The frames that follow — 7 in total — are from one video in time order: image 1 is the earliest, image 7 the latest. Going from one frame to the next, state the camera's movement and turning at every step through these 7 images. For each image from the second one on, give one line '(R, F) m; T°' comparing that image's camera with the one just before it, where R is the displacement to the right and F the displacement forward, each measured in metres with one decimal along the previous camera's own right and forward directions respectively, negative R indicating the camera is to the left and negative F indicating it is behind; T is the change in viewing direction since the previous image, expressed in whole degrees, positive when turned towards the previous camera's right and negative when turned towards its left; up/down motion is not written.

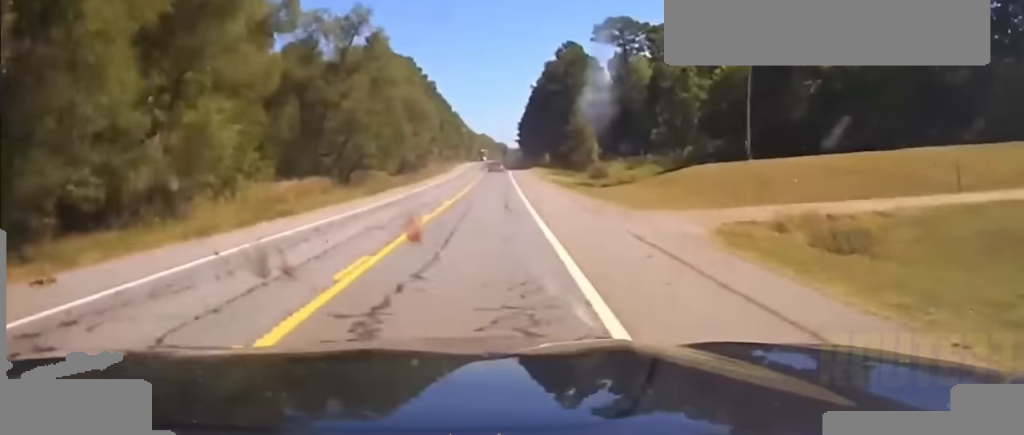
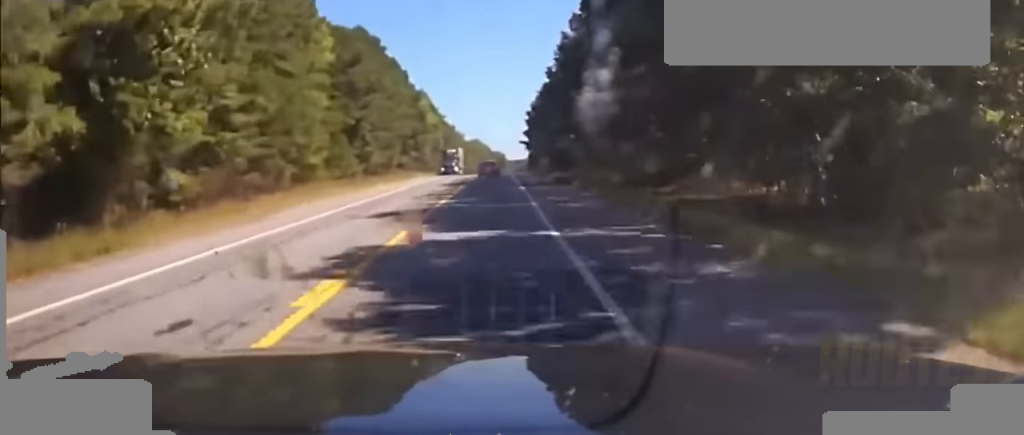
(+0.5, +122.5) m; 0°
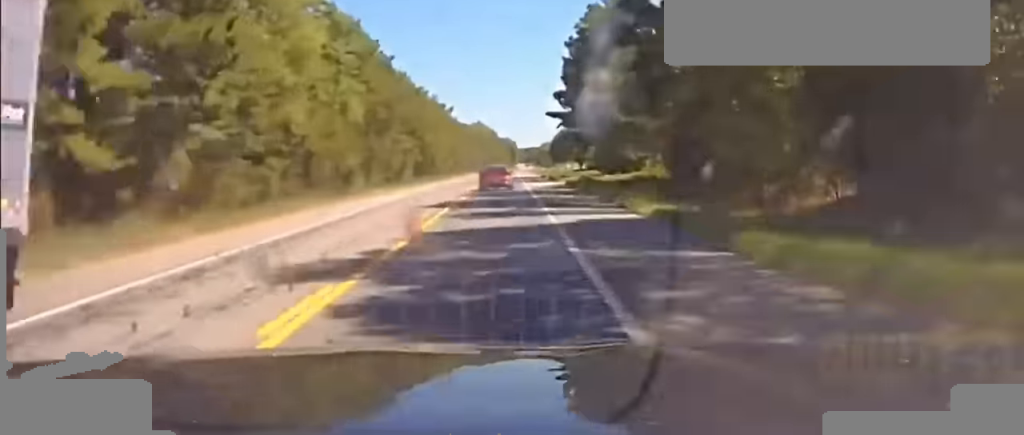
(-0.5, +88.6) m; -1°
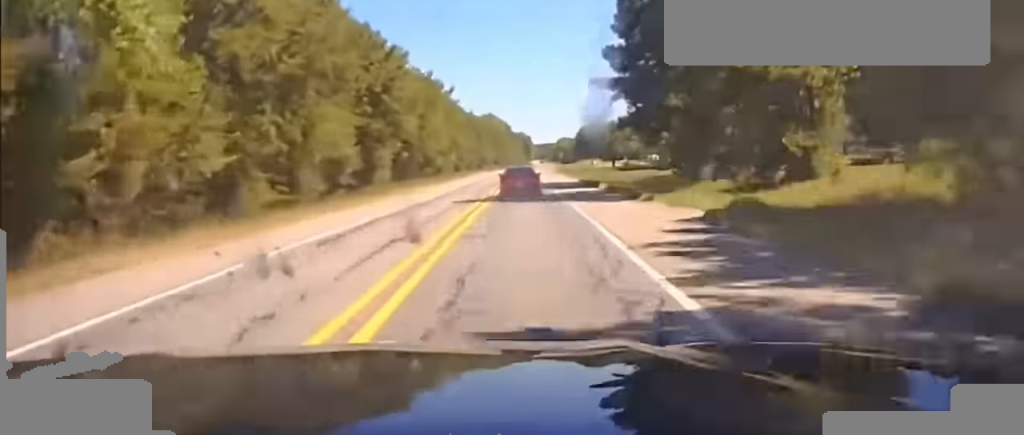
(0.0, +33.3) m; 0°
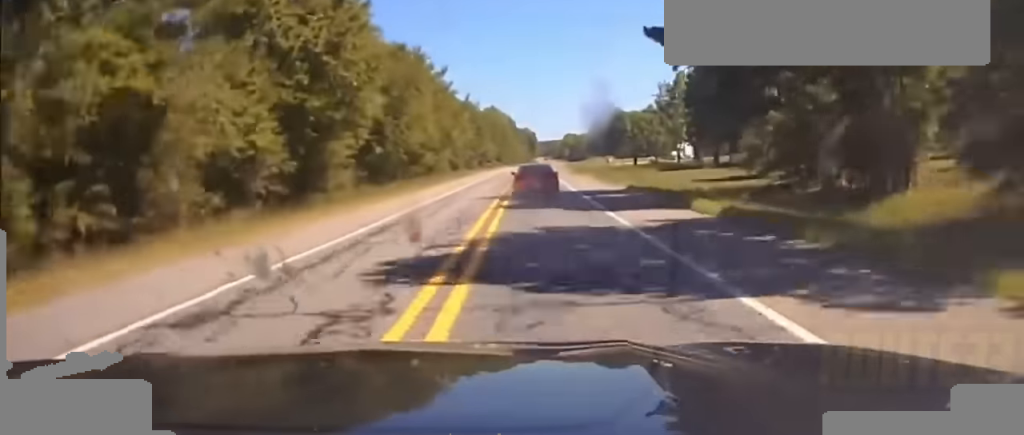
(0.0, +22.9) m; 0°
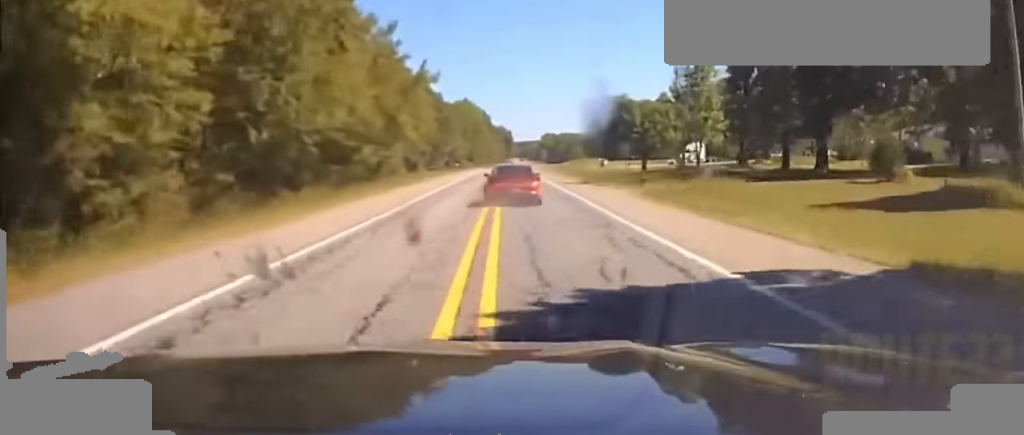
(0.0, +34.7) m; +1°
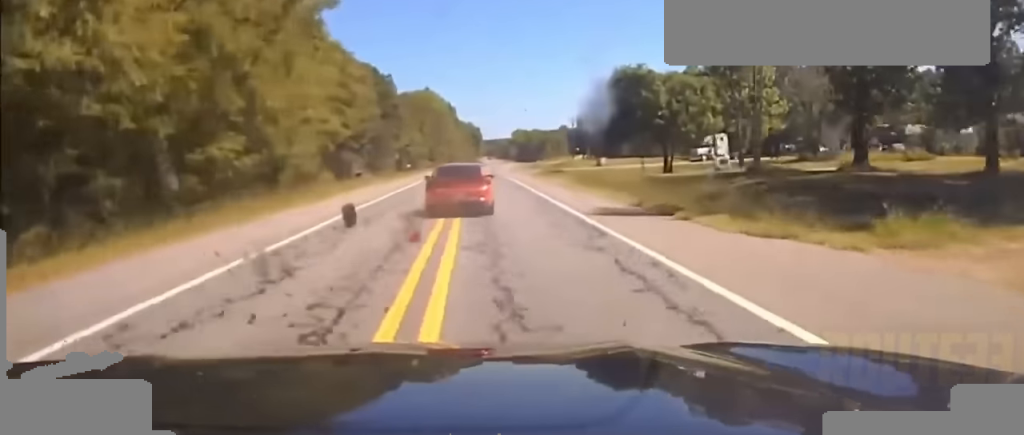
(+0.1, +37.4) m; +1°
